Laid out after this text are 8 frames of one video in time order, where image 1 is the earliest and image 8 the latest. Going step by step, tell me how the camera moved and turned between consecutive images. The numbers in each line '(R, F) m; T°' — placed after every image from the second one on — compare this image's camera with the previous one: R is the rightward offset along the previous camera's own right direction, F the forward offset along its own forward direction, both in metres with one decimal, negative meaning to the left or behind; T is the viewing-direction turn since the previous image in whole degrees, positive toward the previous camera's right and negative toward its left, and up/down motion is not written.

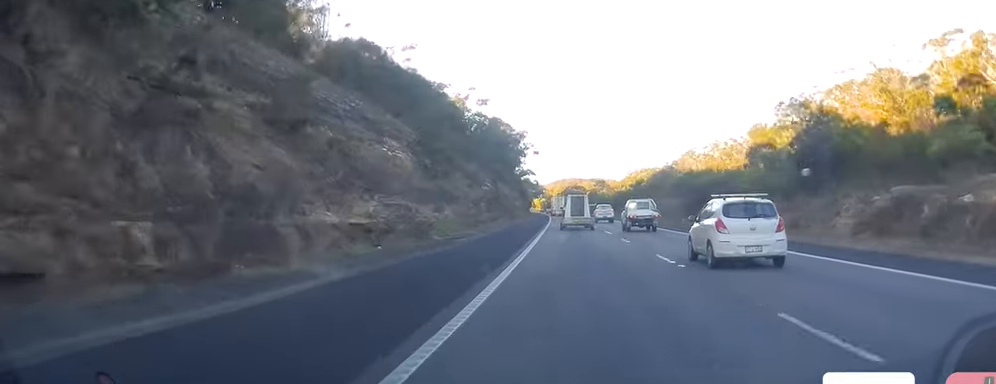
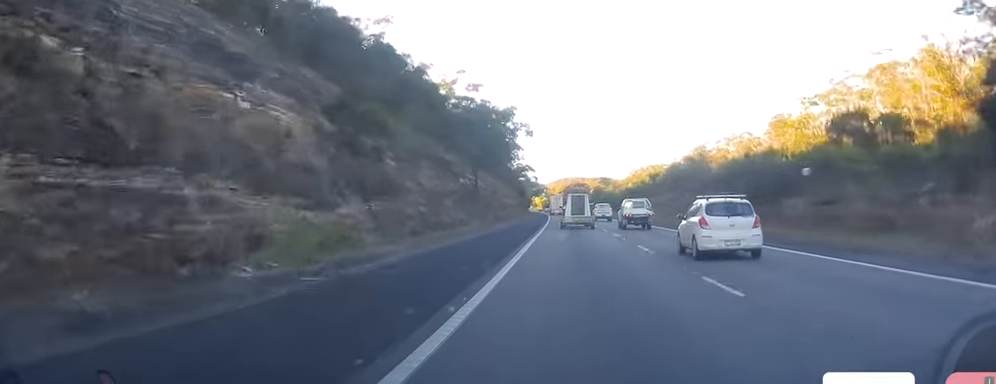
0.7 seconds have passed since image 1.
(-0.7, +19.2) m; 0°
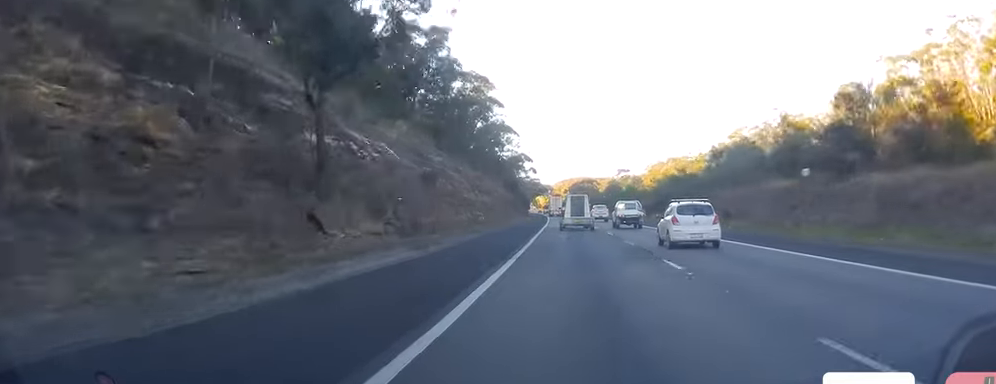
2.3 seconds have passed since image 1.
(+1.1, +43.0) m; 0°
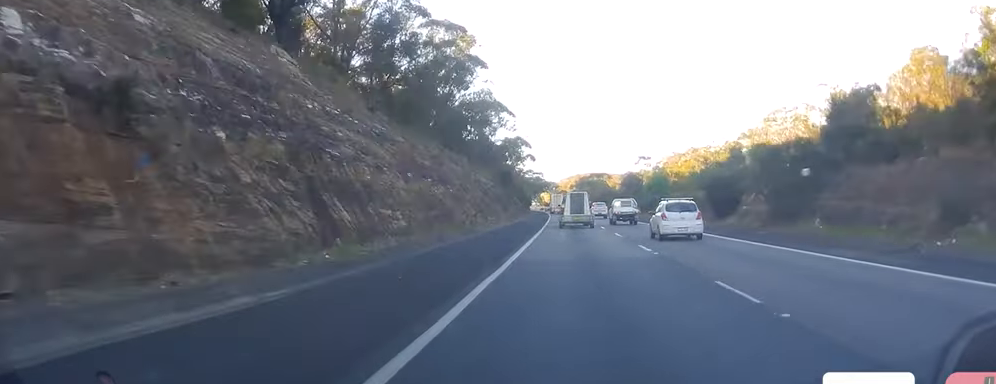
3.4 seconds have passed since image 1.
(-0.4, +30.2) m; -1°
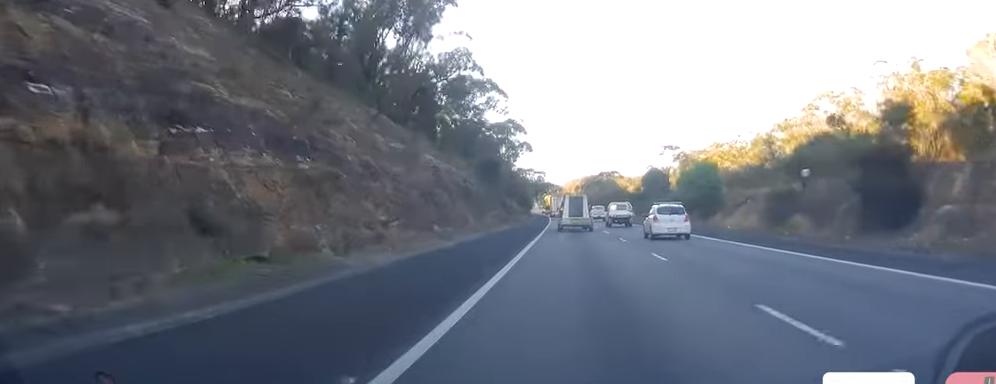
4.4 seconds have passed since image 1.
(-0.2, +27.4) m; 0°
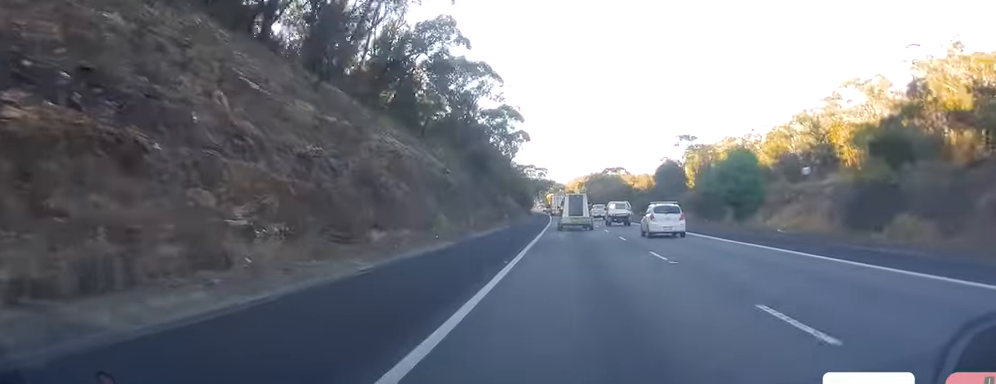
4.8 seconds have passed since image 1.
(0.0, +11.9) m; 0°
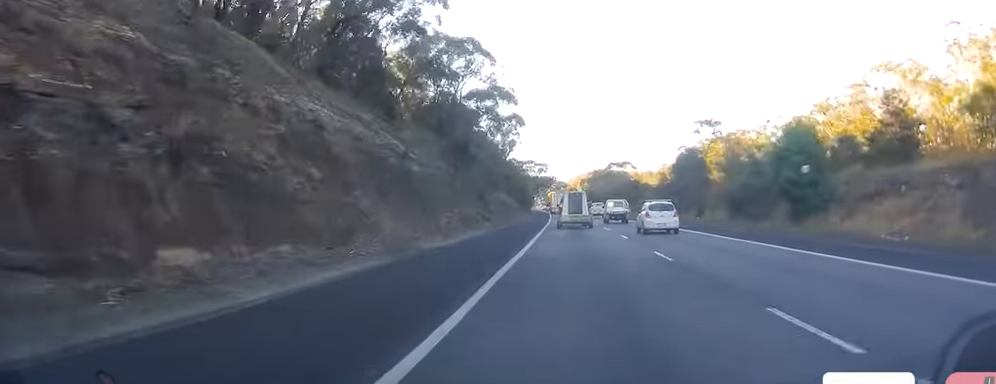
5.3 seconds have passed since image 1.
(+0.2, +12.7) m; 0°
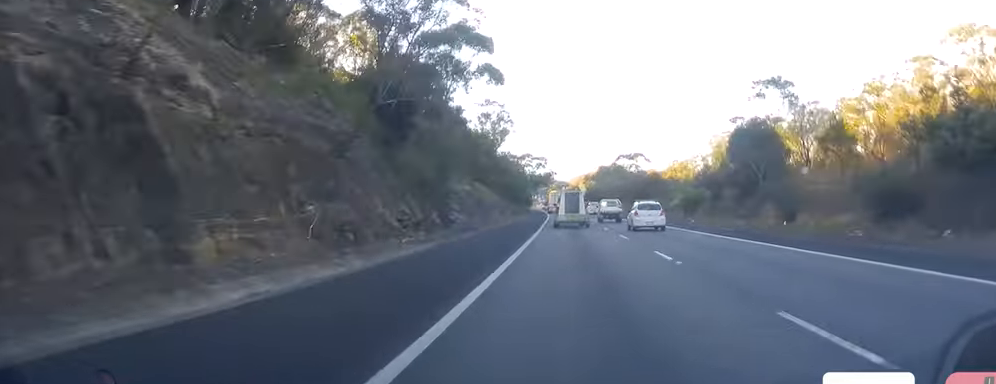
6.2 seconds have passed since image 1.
(0.0, +24.6) m; 0°
